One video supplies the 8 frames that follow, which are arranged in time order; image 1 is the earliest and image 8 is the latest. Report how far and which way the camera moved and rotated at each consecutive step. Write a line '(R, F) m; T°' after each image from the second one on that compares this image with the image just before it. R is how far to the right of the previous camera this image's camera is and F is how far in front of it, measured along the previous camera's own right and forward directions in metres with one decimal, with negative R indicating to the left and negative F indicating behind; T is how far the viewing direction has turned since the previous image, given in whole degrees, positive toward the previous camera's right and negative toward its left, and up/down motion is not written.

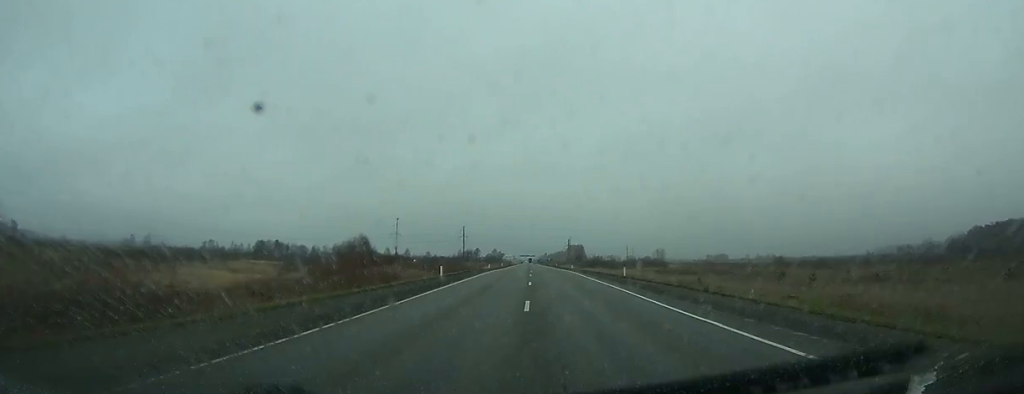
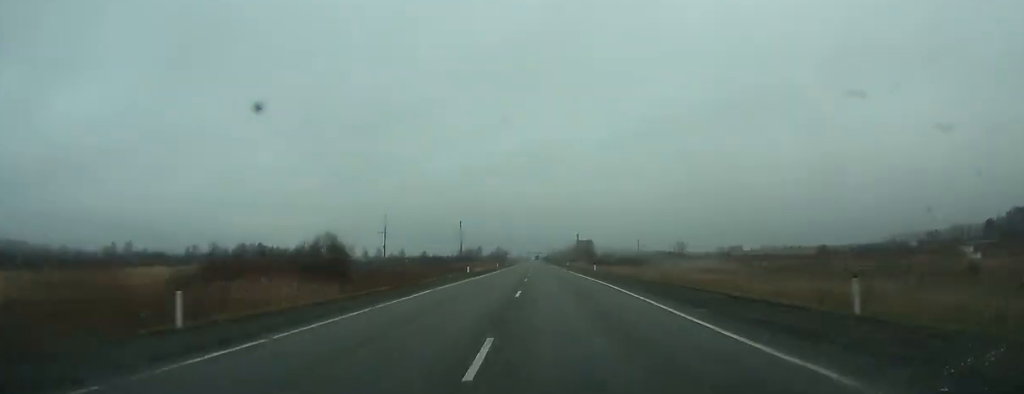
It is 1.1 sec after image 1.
(-0.2, +32.0) m; 0°
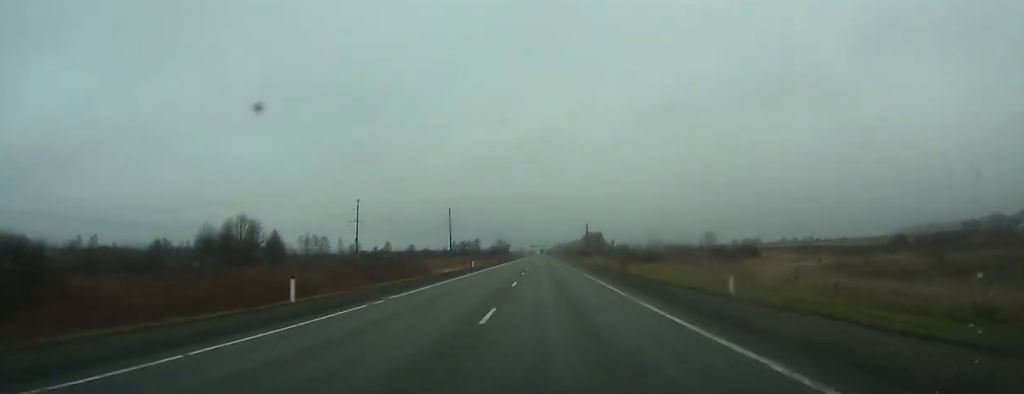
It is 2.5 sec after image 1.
(-0.2, +43.5) m; -1°
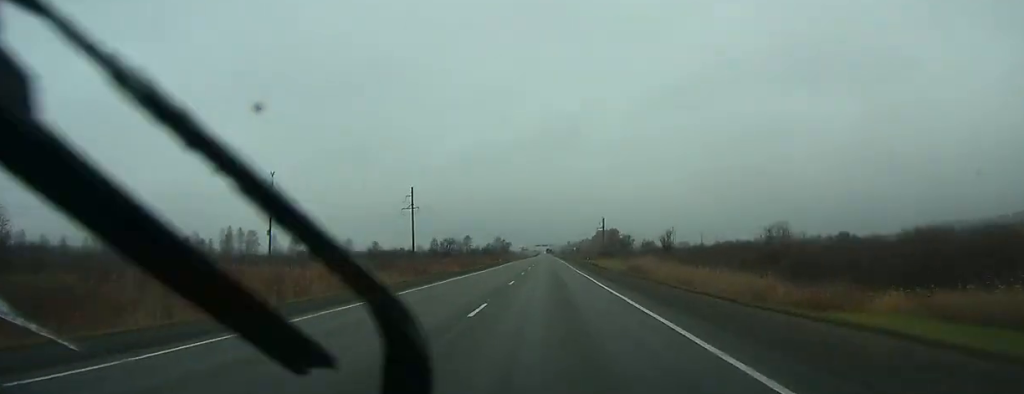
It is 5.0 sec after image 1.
(-0.5, +71.6) m; -1°
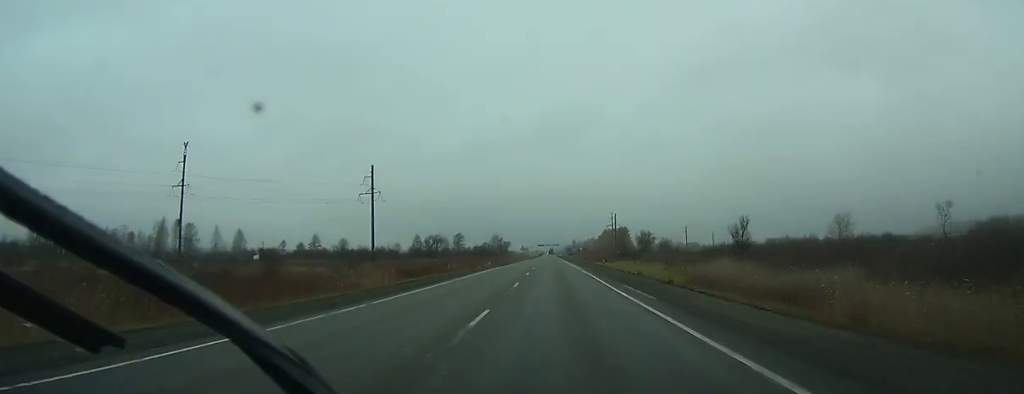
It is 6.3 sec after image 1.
(-0.1, +37.8) m; 0°
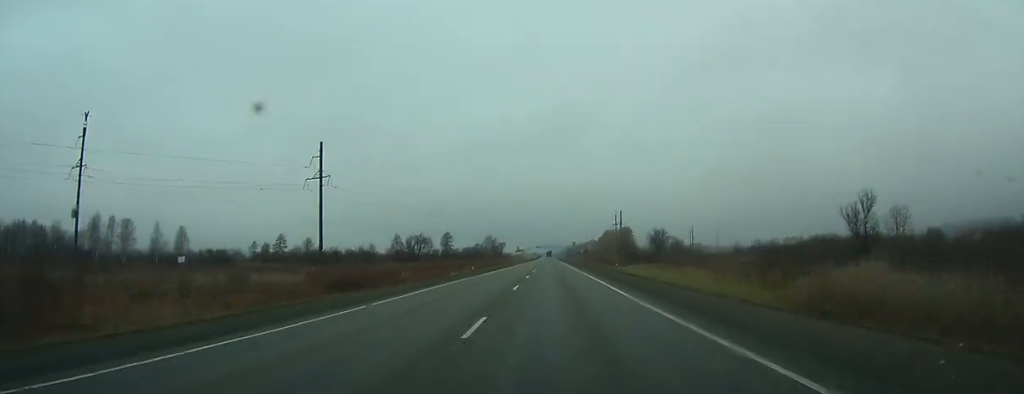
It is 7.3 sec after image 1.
(0.0, +26.1) m; 0°
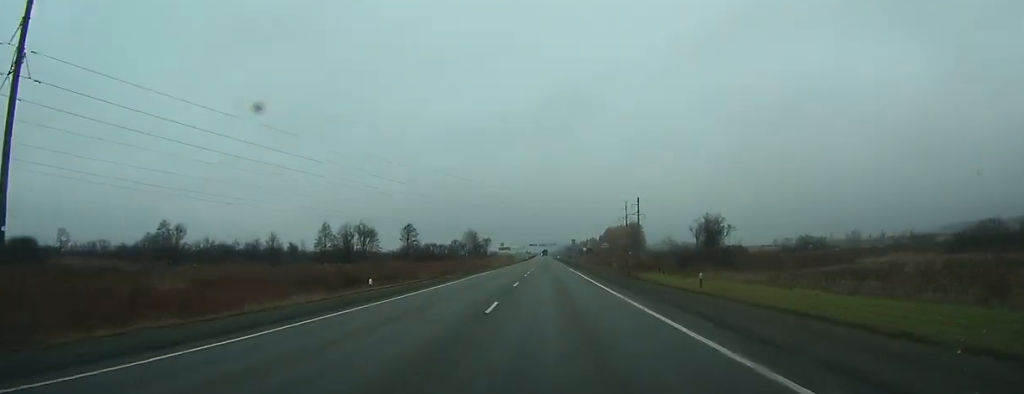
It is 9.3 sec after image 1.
(0.0, +57.2) m; 0°
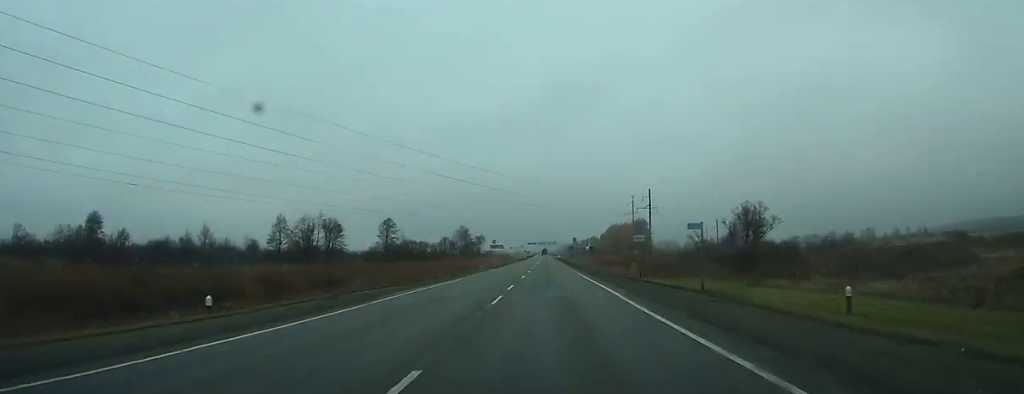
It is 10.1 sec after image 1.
(0.0, +22.0) m; 0°
